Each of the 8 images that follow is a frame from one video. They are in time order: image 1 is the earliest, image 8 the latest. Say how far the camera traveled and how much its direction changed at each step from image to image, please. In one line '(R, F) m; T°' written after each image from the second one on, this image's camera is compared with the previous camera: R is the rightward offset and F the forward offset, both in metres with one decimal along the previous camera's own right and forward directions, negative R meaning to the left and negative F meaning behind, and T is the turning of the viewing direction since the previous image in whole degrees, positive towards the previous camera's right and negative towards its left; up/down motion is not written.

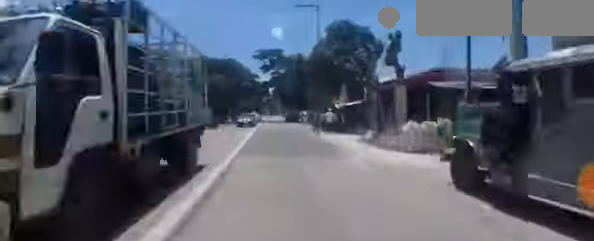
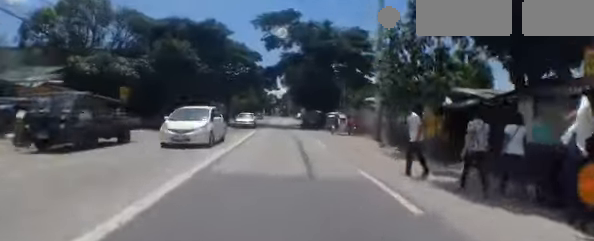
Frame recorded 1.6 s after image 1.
(-0.8, +22.1) m; -3°
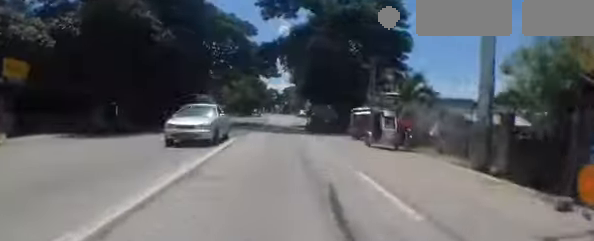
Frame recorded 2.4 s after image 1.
(0.0, +11.0) m; 0°
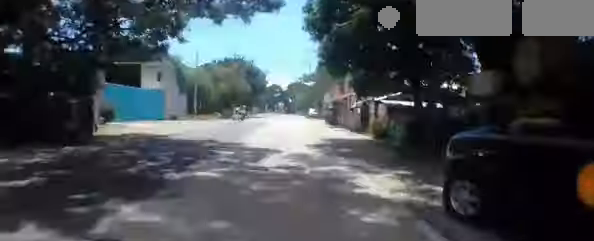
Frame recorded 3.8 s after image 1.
(+0.1, +20.7) m; 0°
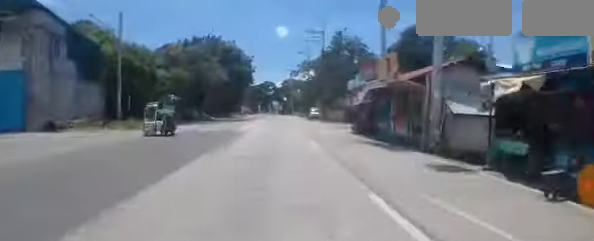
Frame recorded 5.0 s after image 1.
(0.0, +16.8) m; 0°
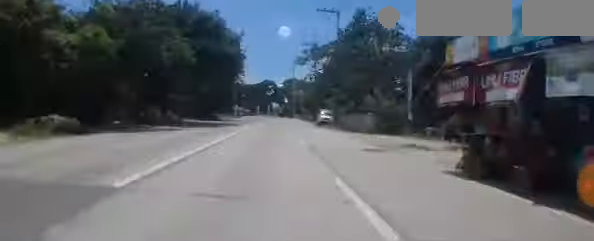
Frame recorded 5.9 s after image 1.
(0.0, +13.2) m; 0°
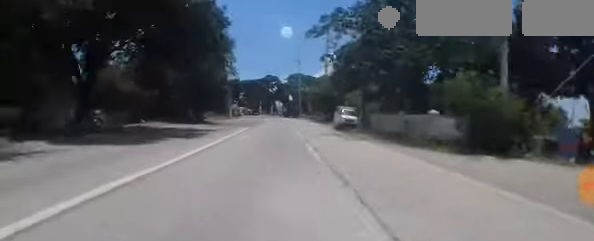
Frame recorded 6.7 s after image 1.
(0.0, +12.7) m; +1°
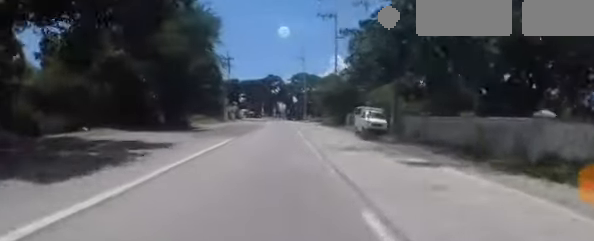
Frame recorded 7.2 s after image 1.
(+0.1, +8.0) m; 0°
